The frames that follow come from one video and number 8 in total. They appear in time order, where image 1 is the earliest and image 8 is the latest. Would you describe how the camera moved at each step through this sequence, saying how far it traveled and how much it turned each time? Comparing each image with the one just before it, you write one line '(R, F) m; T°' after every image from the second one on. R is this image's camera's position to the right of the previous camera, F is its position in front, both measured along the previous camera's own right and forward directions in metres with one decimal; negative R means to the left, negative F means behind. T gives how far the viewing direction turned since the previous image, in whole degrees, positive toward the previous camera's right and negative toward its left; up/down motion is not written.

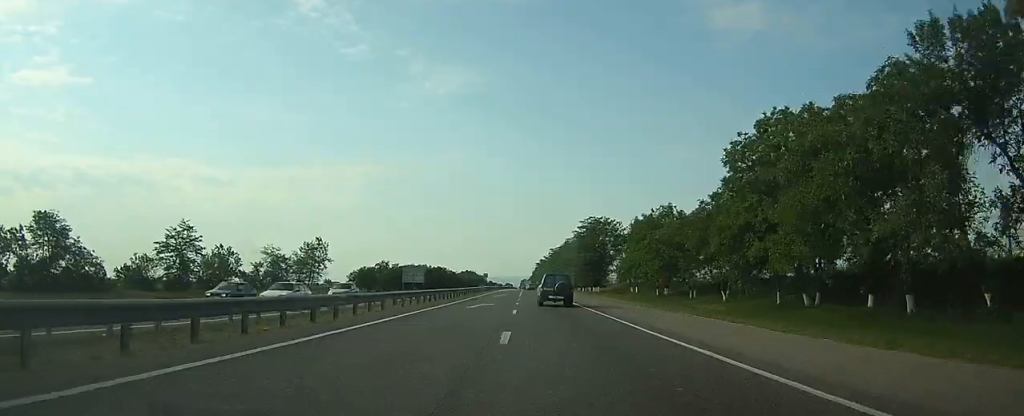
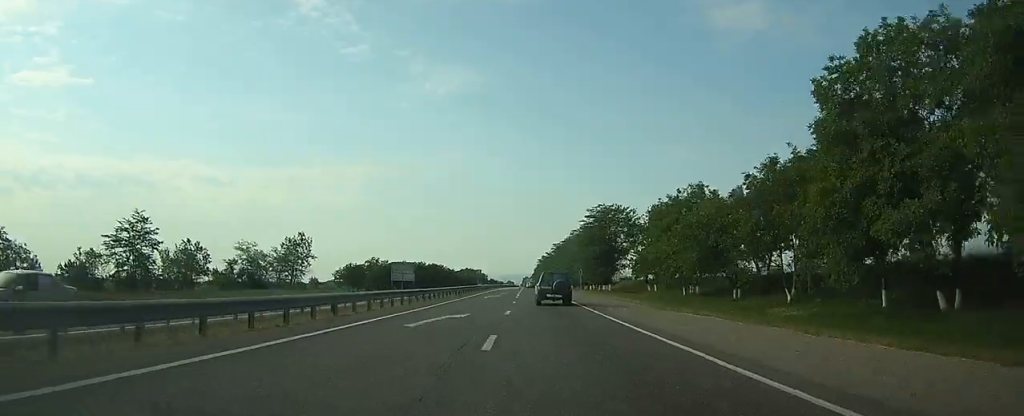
(0.0, +13.5) m; 0°
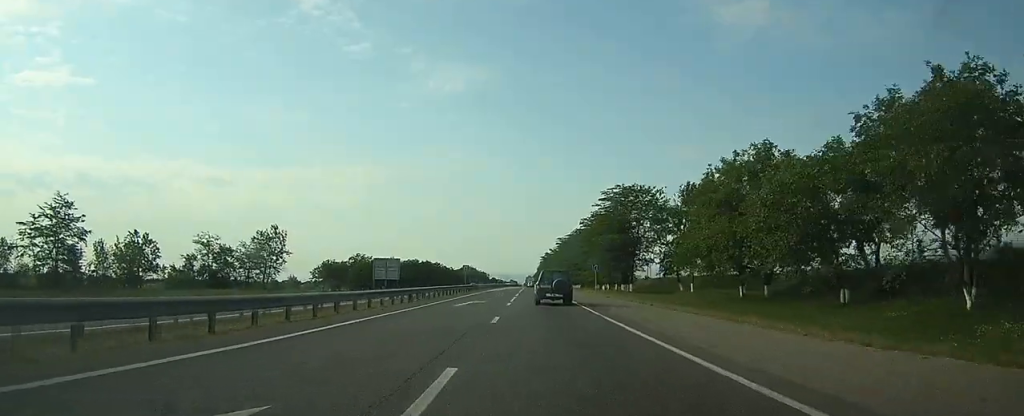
(0.0, +17.6) m; 0°
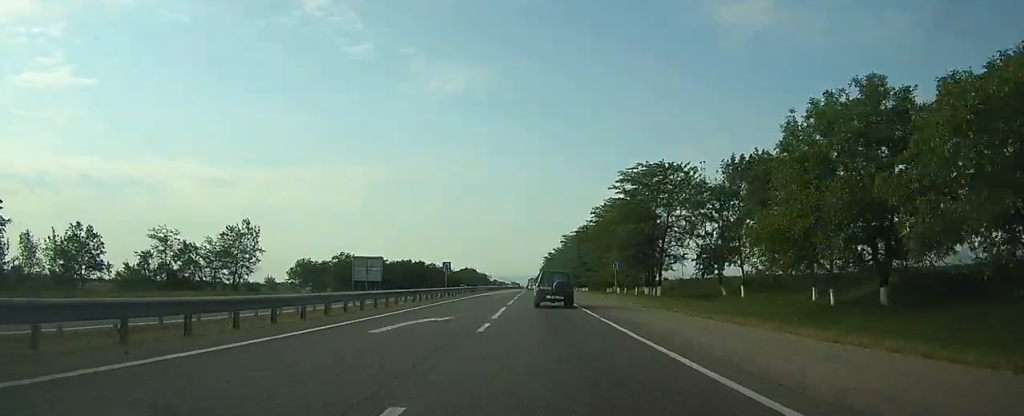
(0.0, +14.9) m; 0°
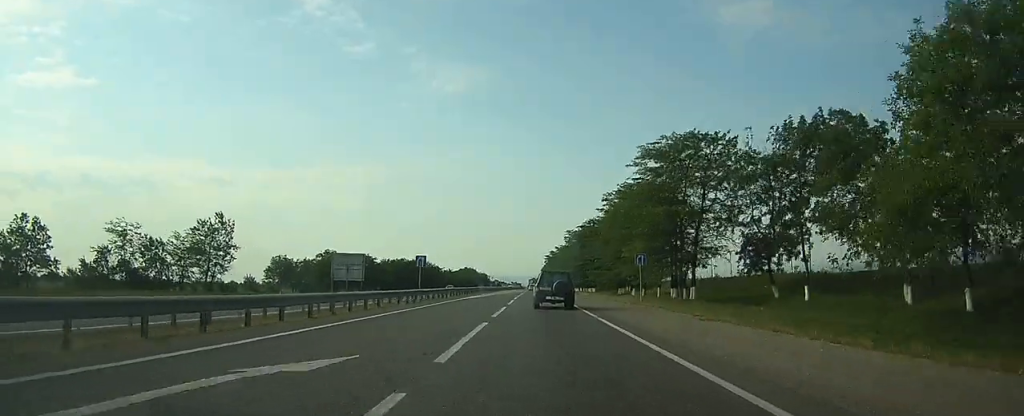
(0.0, +11.5) m; 0°
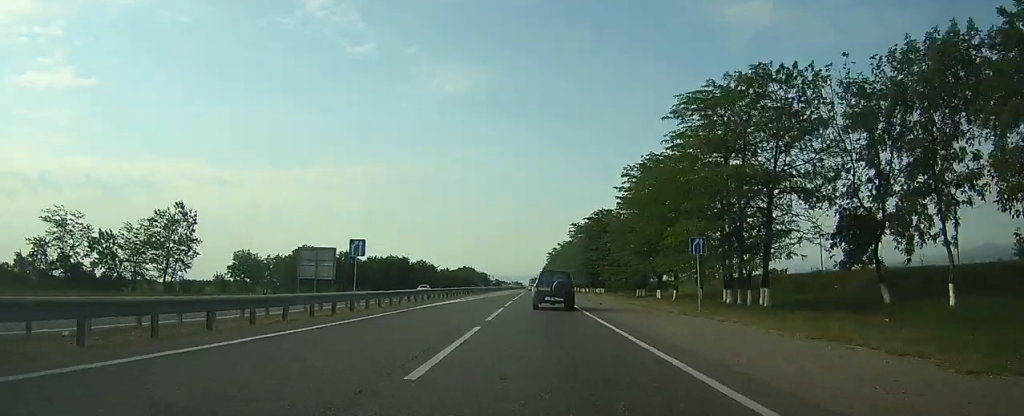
(-0.2, +13.8) m; 0°
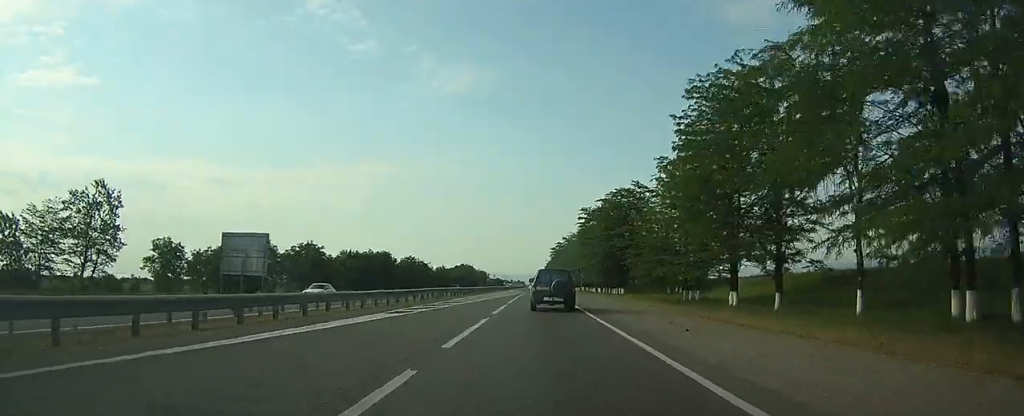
(0.0, +20.7) m; 0°
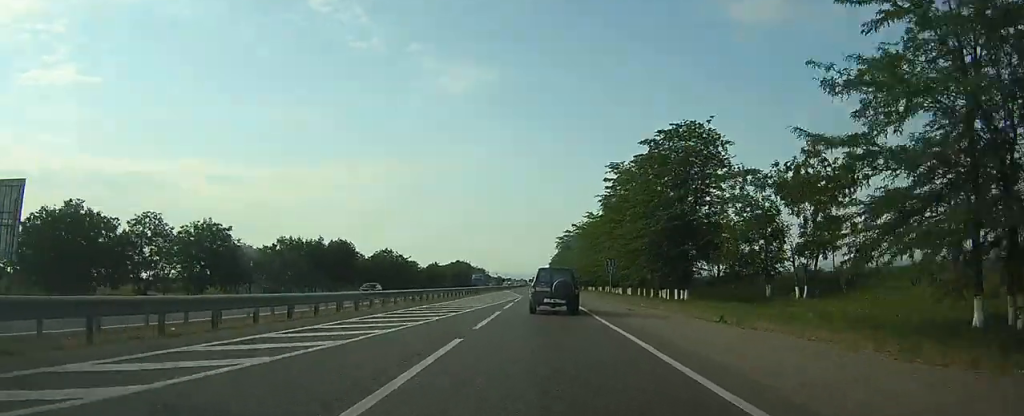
(0.0, +31.8) m; 0°
